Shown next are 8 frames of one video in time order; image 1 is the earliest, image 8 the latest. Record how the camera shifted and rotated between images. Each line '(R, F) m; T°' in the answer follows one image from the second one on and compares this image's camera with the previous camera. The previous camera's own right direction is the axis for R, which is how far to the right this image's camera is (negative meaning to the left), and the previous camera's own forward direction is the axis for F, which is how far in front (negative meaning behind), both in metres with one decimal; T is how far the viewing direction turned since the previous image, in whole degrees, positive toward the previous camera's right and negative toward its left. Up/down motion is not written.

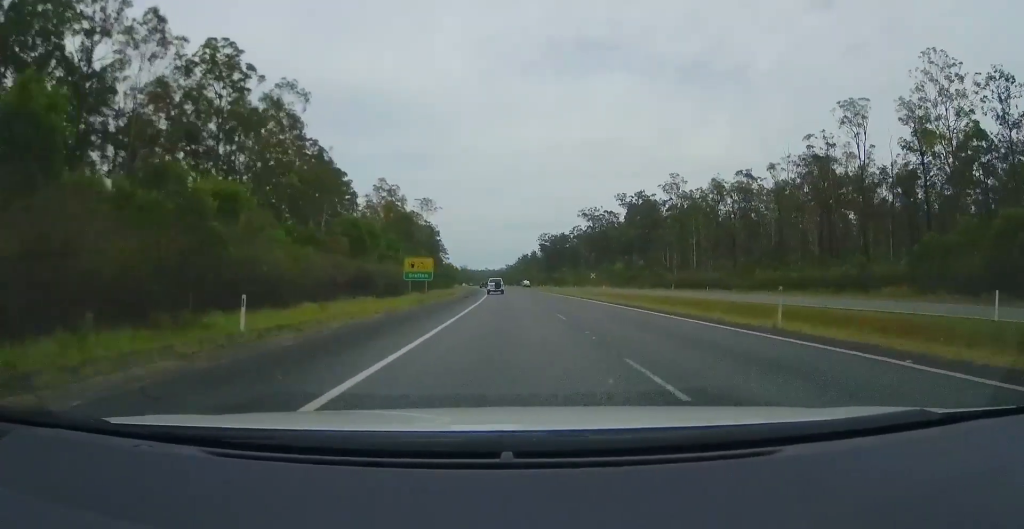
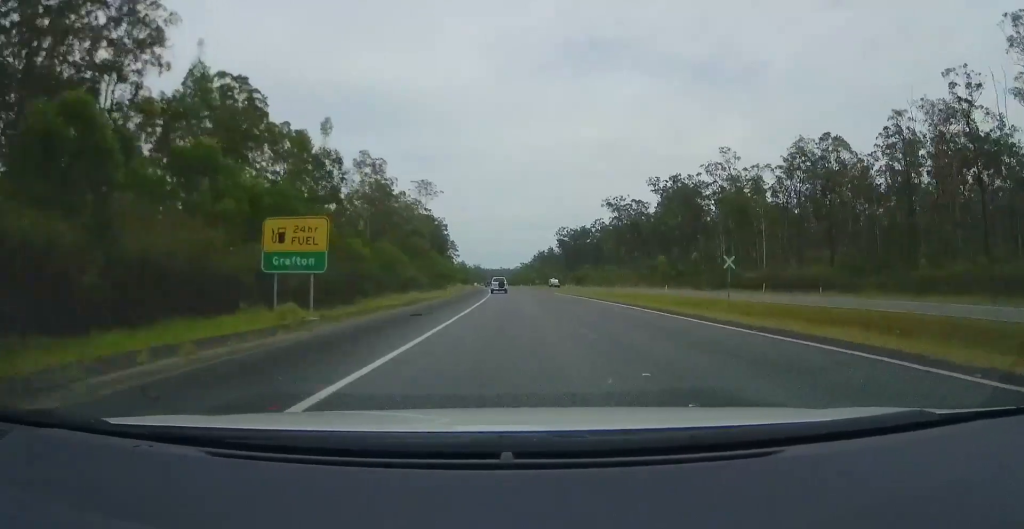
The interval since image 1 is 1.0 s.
(-0.3, +29.8) m; -1°
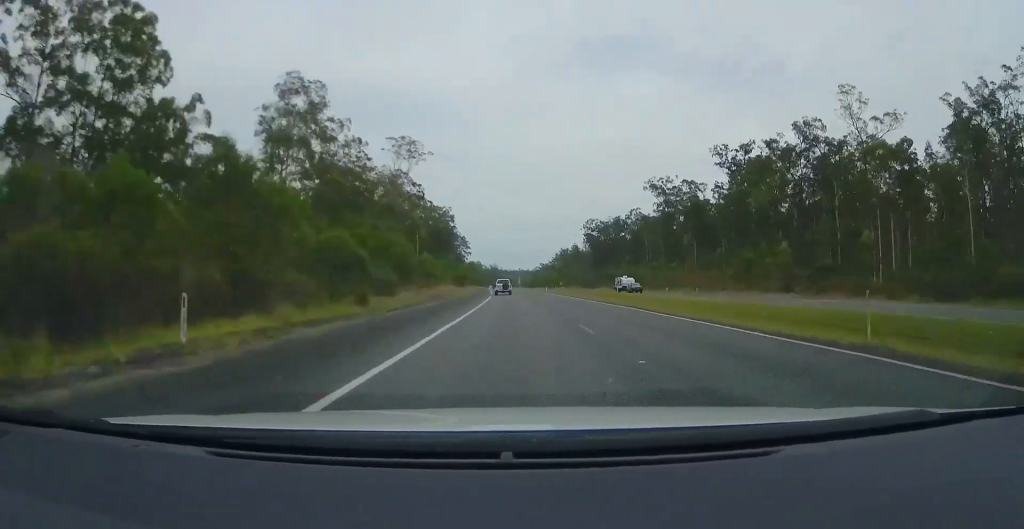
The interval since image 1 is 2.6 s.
(-0.5, +46.5) m; -1°
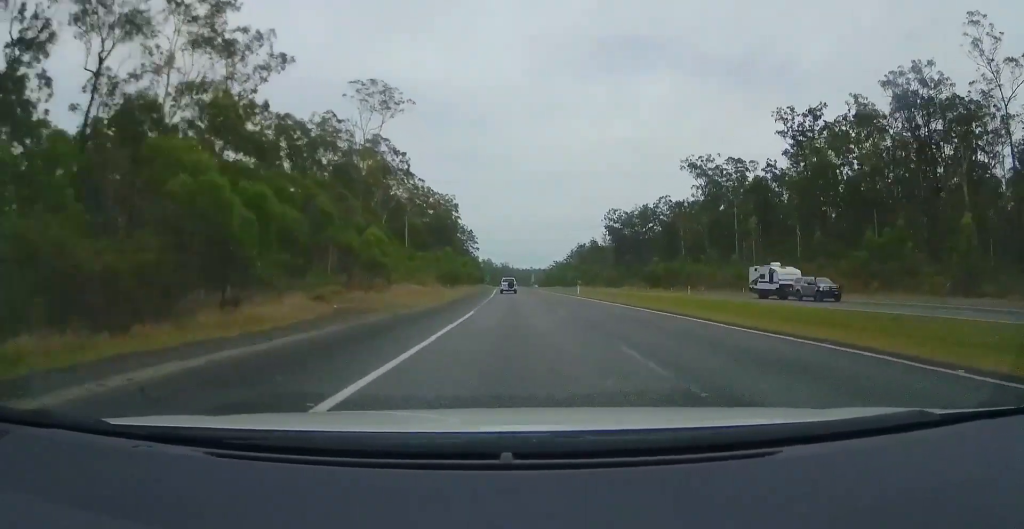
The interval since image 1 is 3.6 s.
(-0.3, +30.1) m; -1°
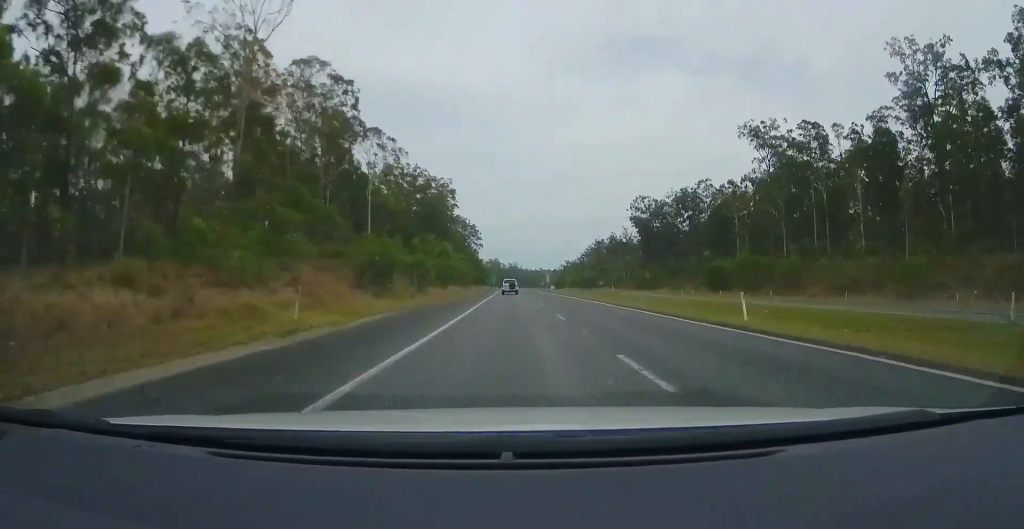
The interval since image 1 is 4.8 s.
(-0.6, +37.5) m; -2°
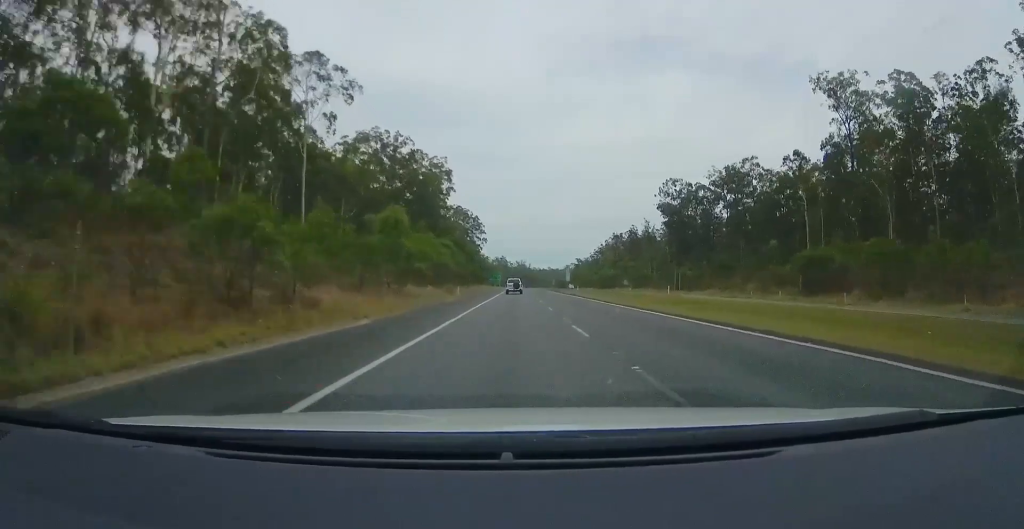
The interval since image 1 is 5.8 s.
(-0.3, +30.2) m; 0°
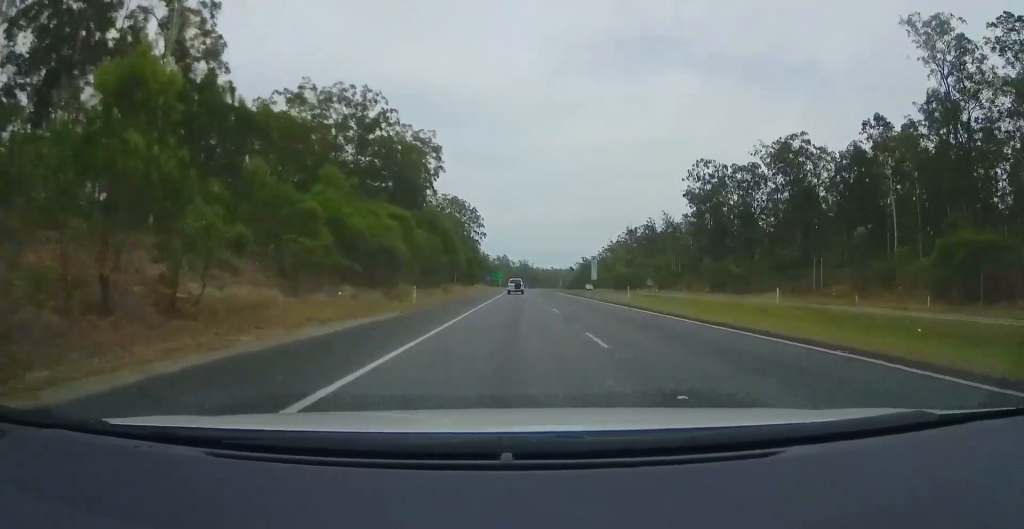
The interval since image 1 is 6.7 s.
(+0.3, +26.5) m; +1°
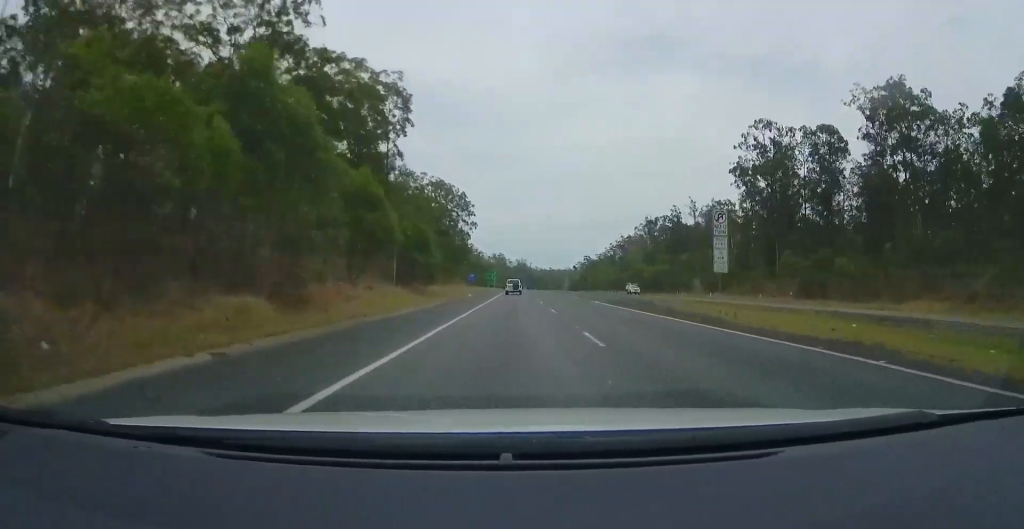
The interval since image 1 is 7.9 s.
(-0.1, +36.1) m; -1°
